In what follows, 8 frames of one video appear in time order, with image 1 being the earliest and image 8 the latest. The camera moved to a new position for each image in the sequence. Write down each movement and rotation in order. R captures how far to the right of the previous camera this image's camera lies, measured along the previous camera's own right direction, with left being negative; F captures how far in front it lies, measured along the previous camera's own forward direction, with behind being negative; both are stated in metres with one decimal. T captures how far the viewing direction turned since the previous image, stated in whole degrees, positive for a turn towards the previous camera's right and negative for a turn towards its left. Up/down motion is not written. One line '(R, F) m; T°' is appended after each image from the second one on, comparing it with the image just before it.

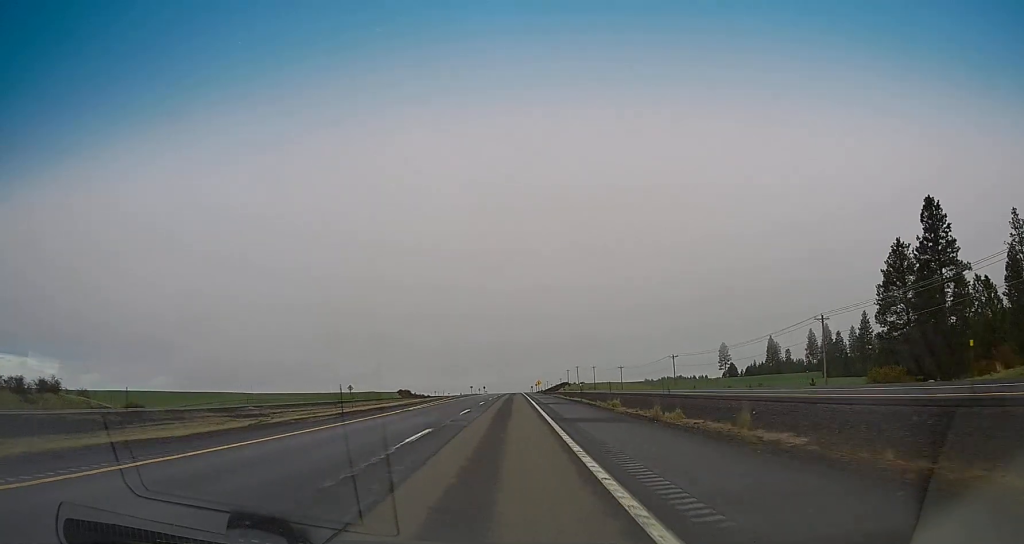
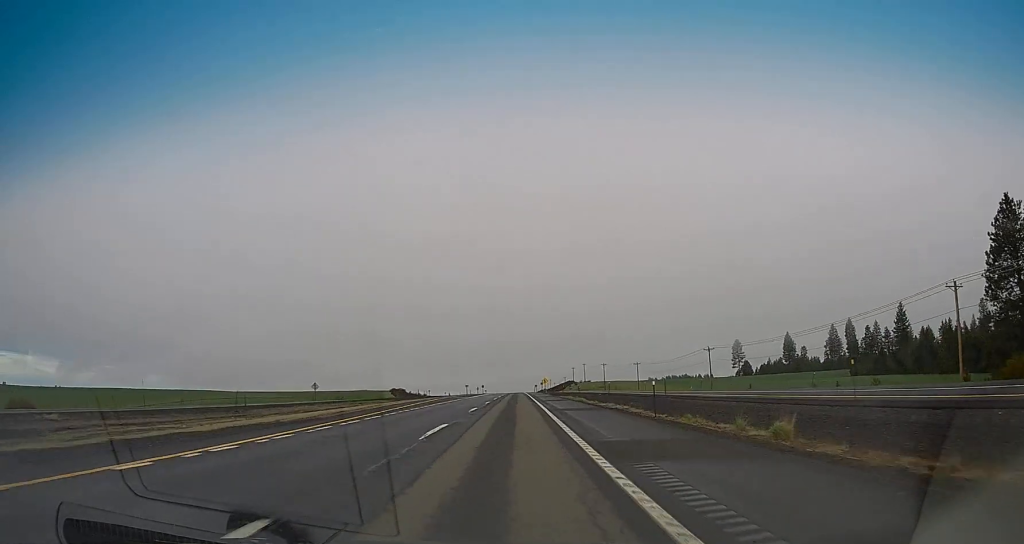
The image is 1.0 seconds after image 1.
(-0.3, +28.4) m; -1°
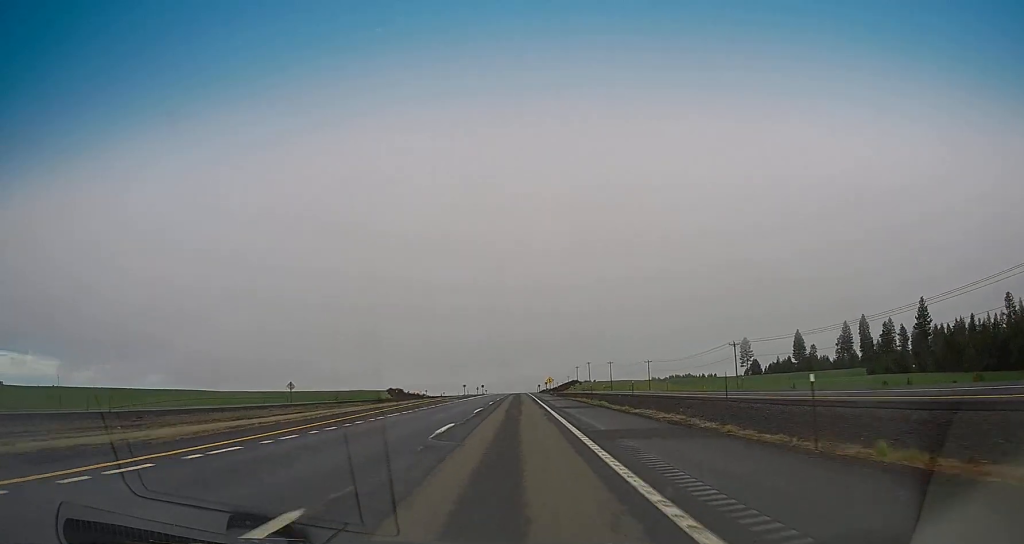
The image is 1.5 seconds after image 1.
(-0.2, +14.7) m; 0°
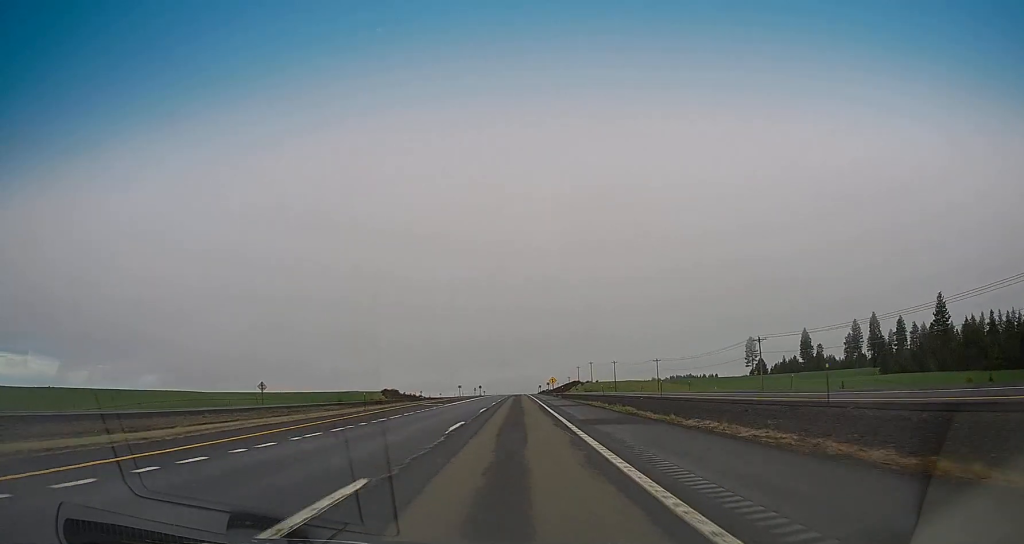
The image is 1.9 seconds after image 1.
(+0.1, +12.7) m; +1°
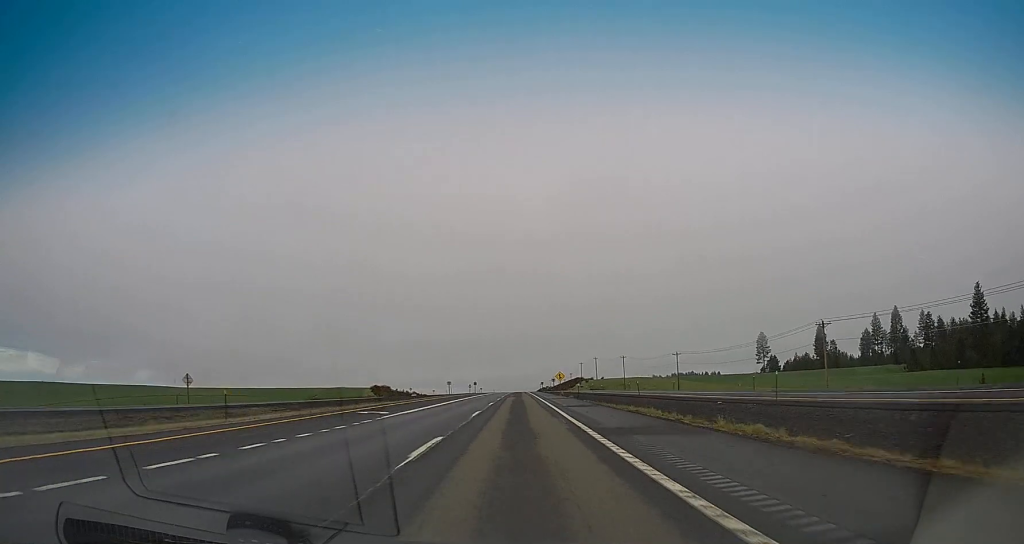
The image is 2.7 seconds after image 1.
(+0.2, +23.5) m; +1°
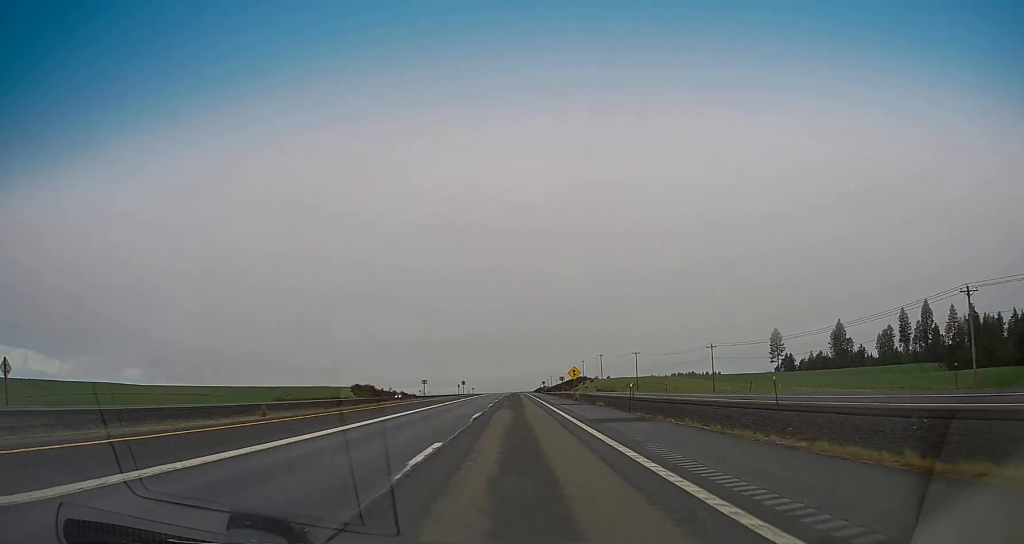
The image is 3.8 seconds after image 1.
(+0.2, +31.3) m; 0°
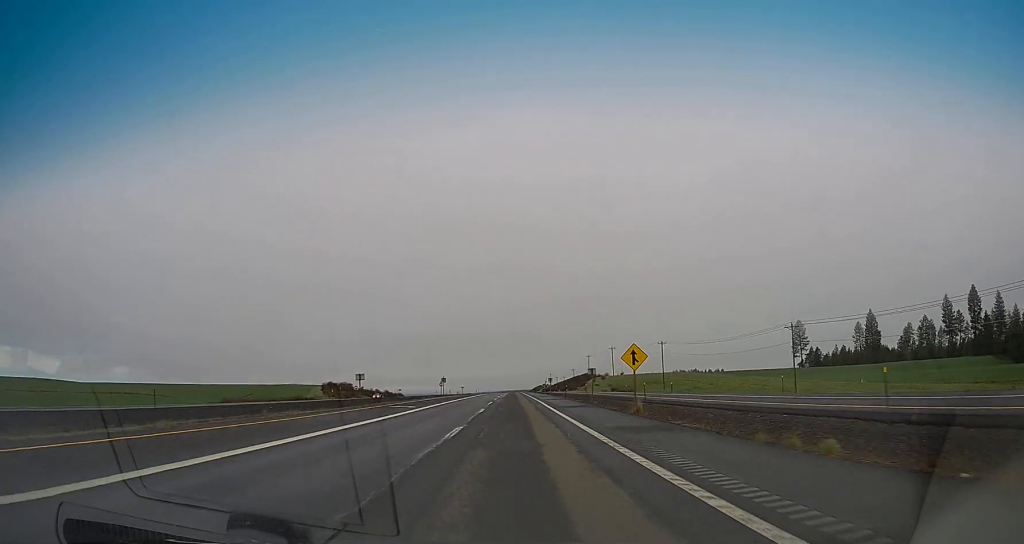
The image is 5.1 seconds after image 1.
(-0.3, +40.2) m; 0°
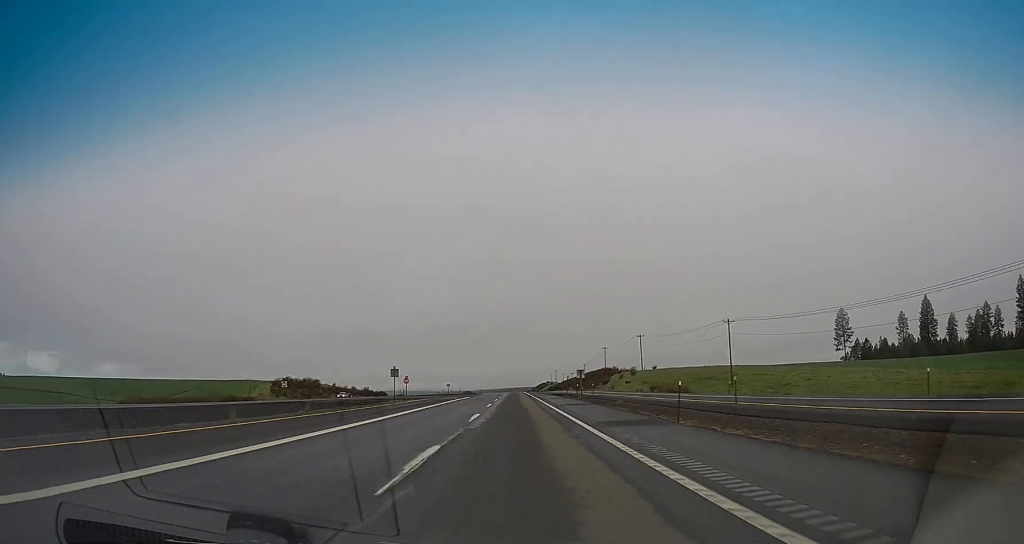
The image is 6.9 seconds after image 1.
(+0.2, +52.0) m; 0°
